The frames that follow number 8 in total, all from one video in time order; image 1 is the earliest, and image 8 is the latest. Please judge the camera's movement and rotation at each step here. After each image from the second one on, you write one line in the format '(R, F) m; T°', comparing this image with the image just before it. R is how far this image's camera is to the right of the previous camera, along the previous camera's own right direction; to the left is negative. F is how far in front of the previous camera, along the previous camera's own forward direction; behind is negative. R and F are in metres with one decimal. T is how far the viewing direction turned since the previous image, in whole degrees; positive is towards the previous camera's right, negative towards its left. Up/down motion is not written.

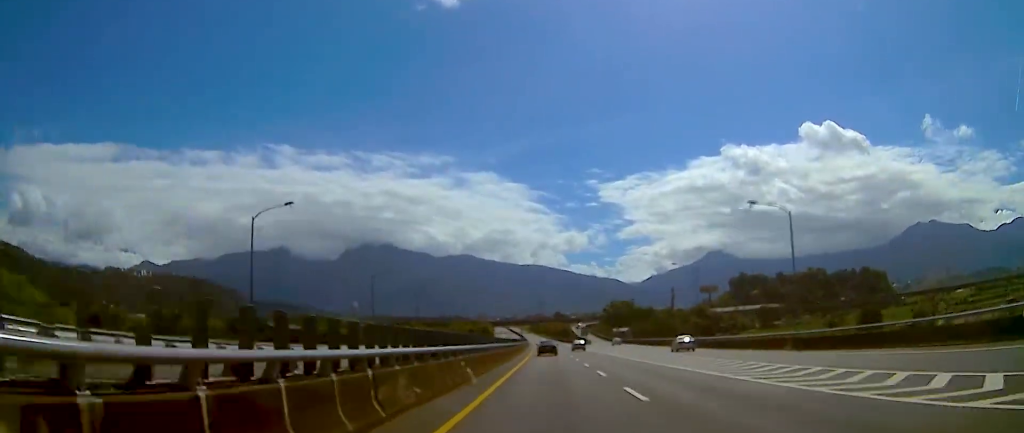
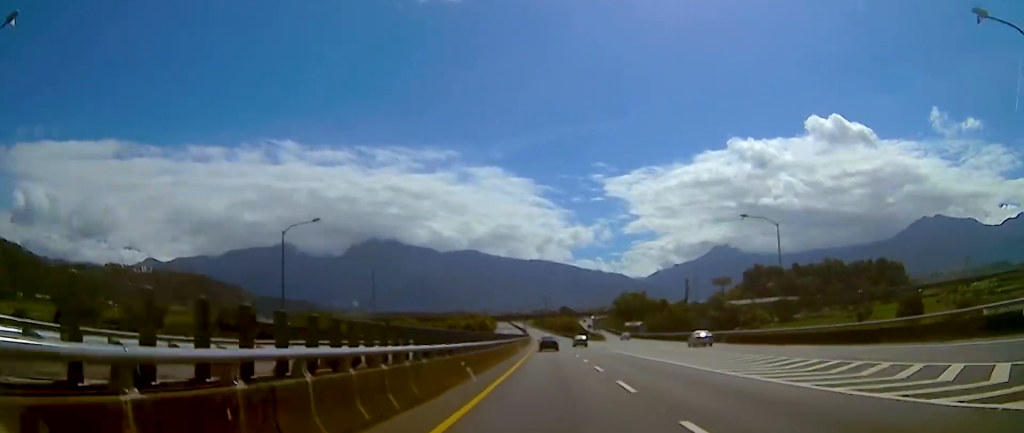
(-1.2, +28.5) m; +1°
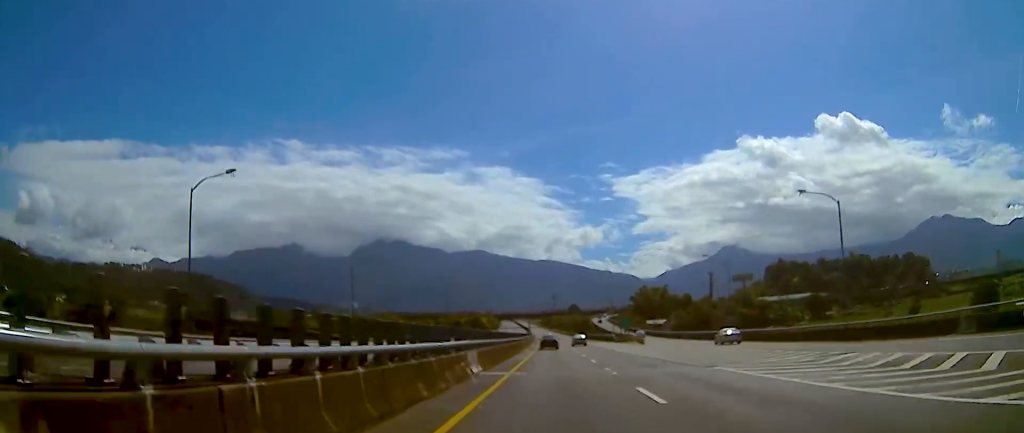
(+1.7, +44.2) m; +3°
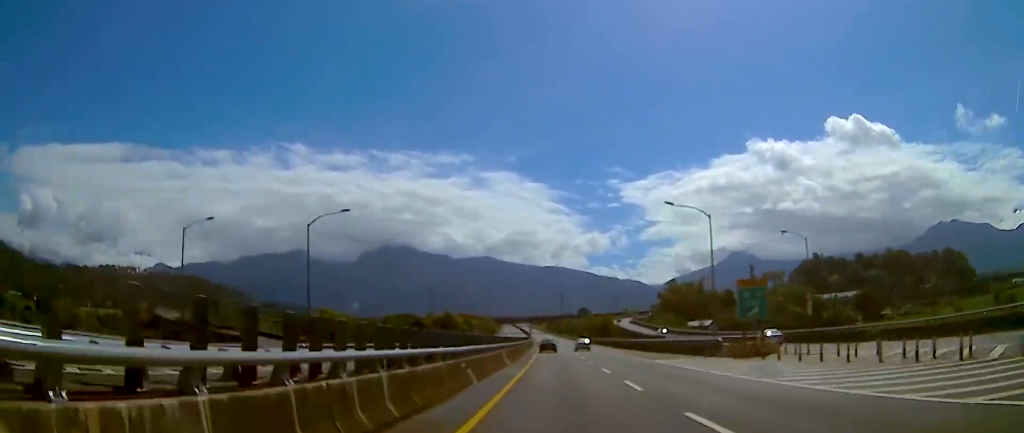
(-0.8, +67.0) m; -4°
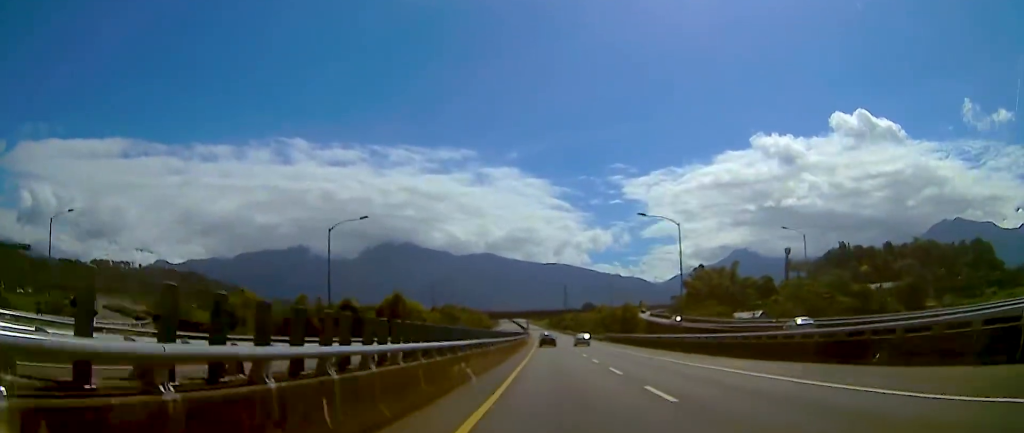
(-1.6, +45.0) m; 0°
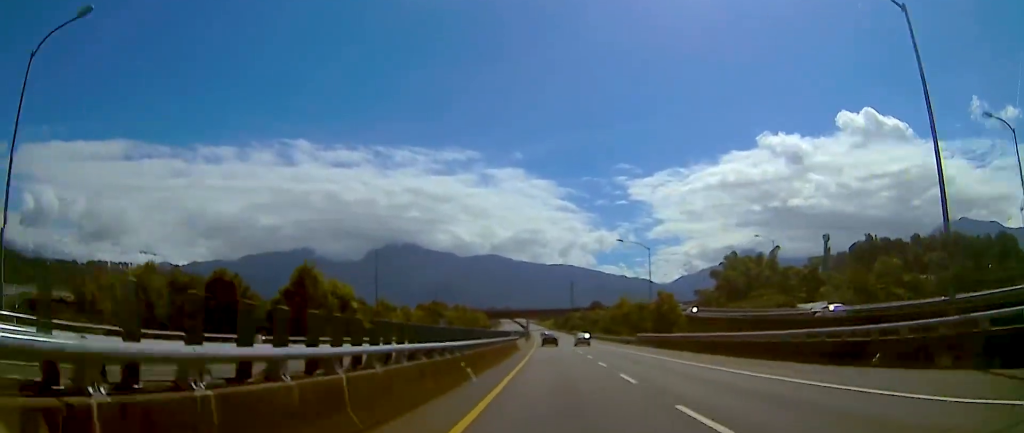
(+1.3, +35.9) m; +1°
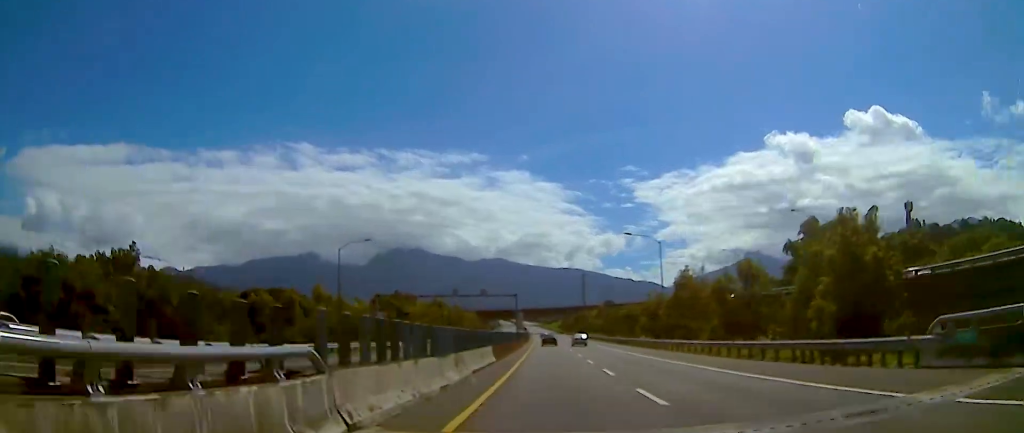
(-1.7, +56.2) m; -3°
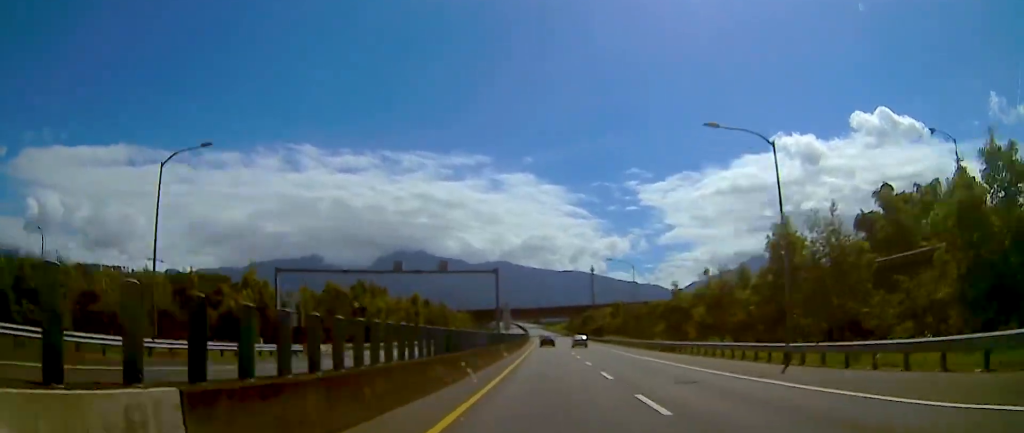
(-0.4, +29.6) m; -1°
